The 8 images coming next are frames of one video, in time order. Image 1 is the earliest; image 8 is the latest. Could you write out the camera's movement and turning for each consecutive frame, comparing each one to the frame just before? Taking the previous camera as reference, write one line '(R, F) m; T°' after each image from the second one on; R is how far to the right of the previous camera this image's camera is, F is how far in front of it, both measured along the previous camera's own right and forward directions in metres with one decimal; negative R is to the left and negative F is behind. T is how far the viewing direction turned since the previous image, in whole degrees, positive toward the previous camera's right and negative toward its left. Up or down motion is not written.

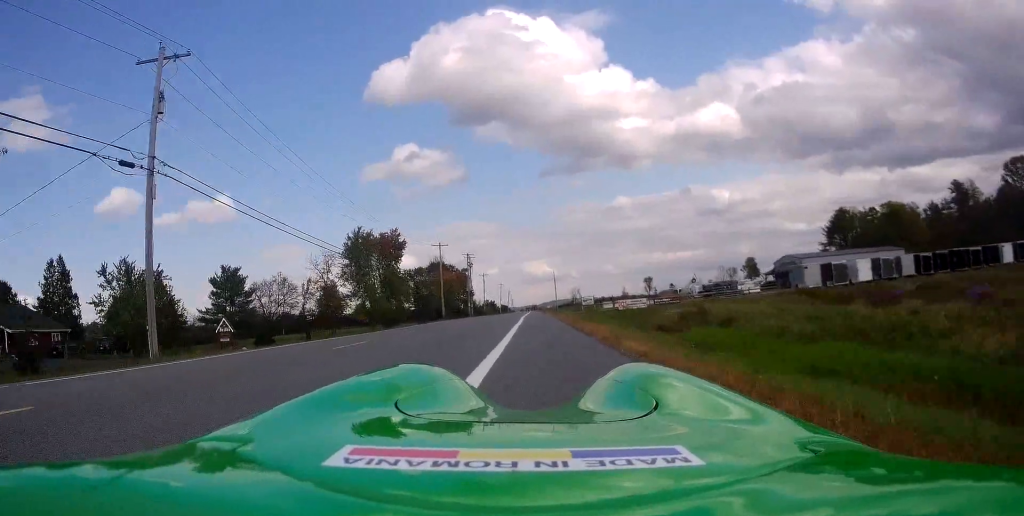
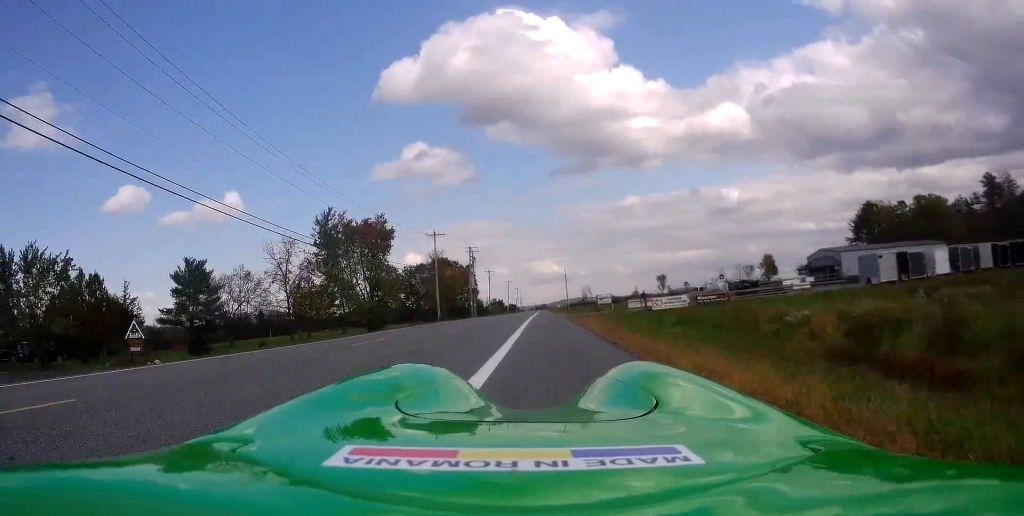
(+0.2, +11.4) m; +1°
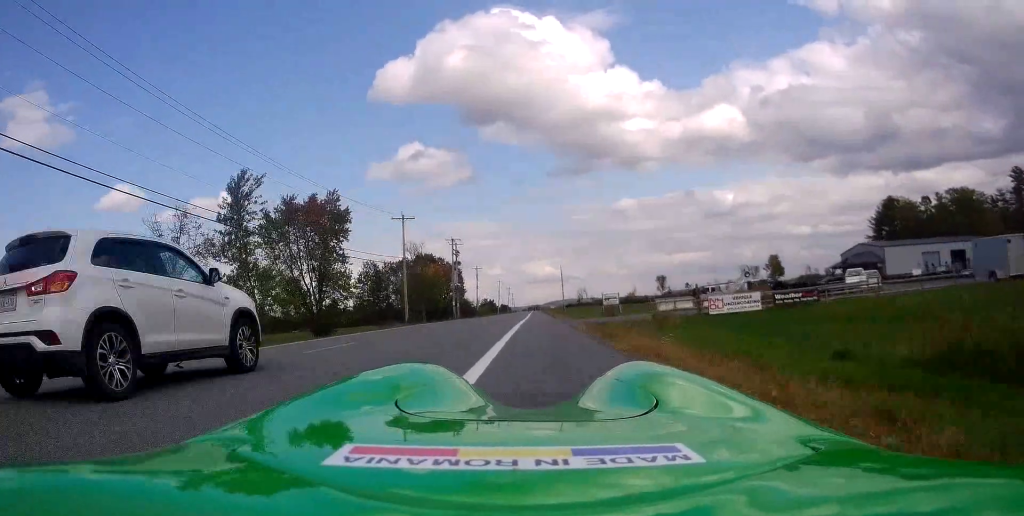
(+0.2, +14.8) m; 0°
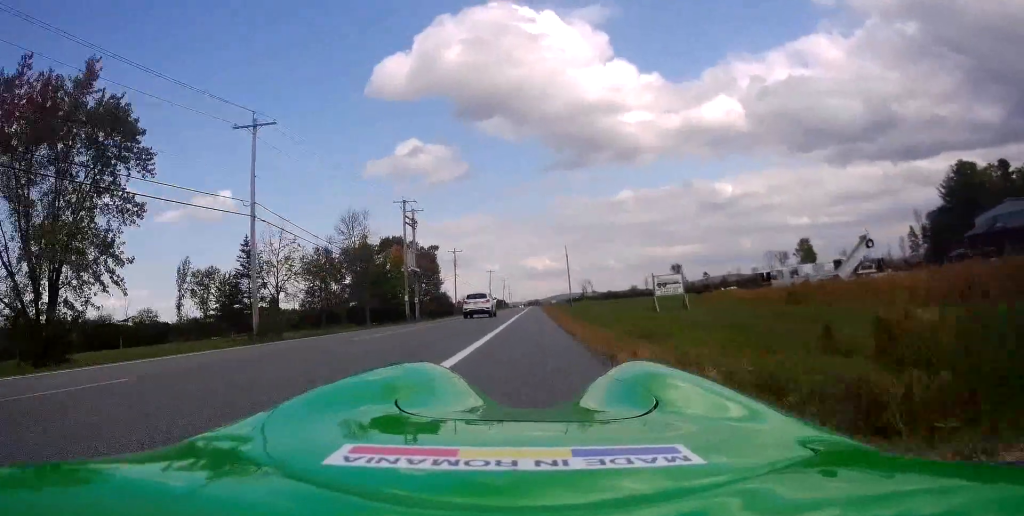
(+0.4, +32.6) m; 0°
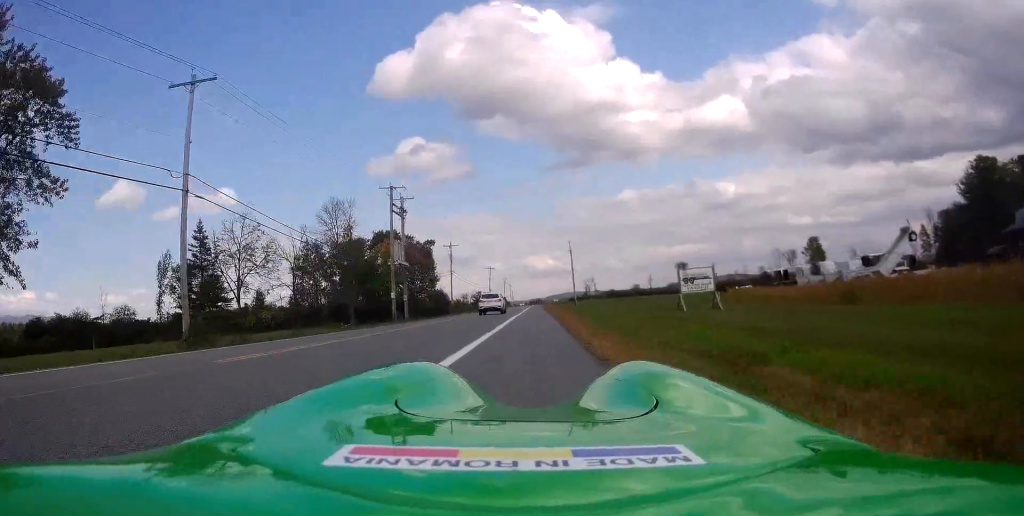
(-0.3, +6.3) m; 0°
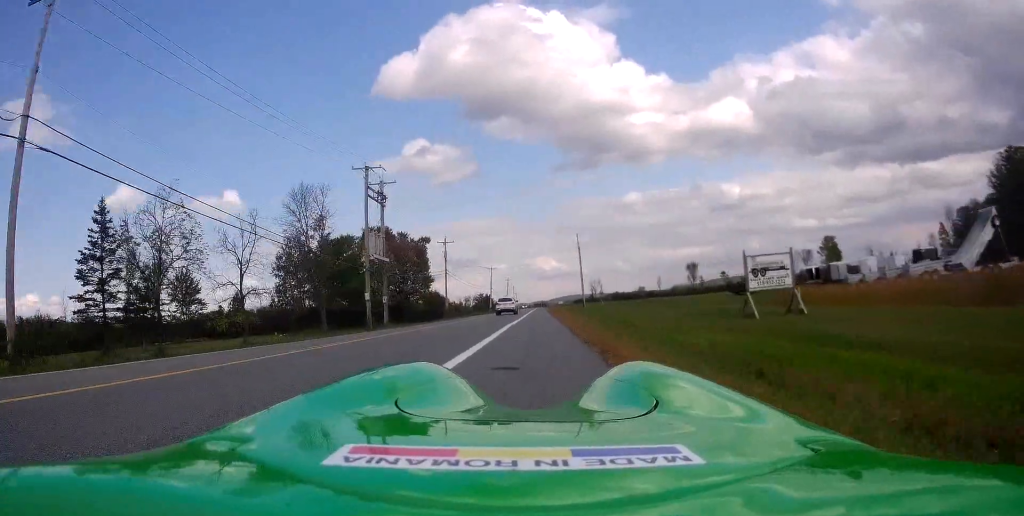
(-0.5, +9.8) m; 0°
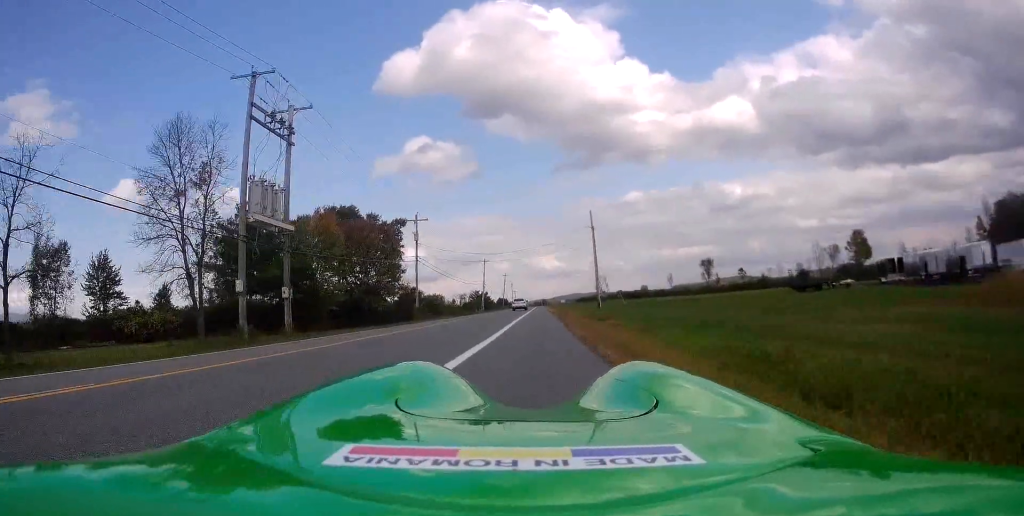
(+0.3, +20.5) m; -1°
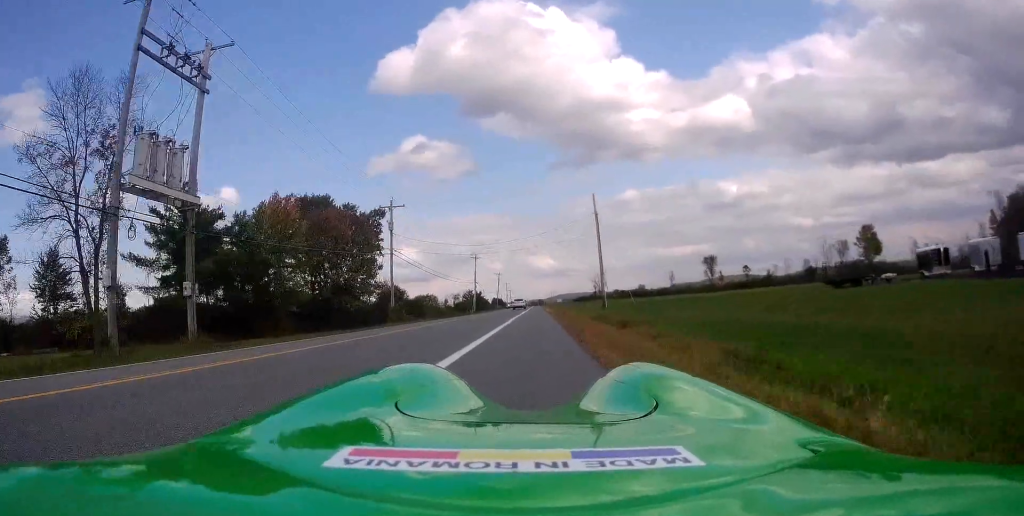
(-0.2, +9.0) m; 0°
